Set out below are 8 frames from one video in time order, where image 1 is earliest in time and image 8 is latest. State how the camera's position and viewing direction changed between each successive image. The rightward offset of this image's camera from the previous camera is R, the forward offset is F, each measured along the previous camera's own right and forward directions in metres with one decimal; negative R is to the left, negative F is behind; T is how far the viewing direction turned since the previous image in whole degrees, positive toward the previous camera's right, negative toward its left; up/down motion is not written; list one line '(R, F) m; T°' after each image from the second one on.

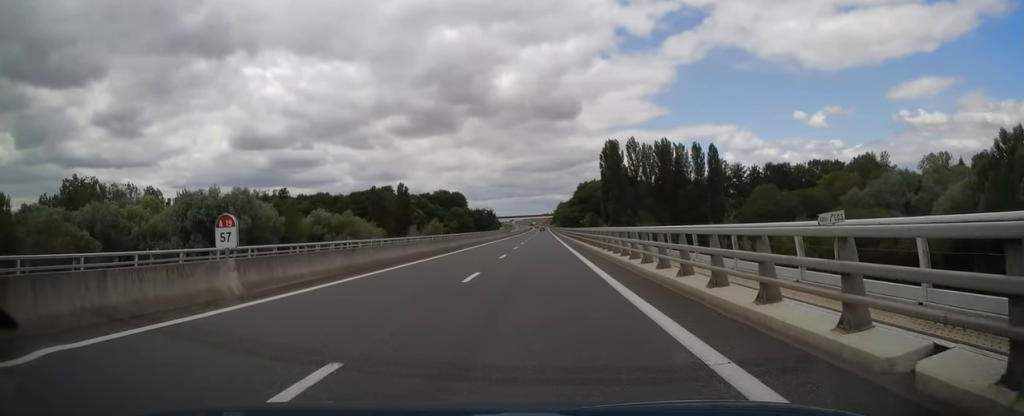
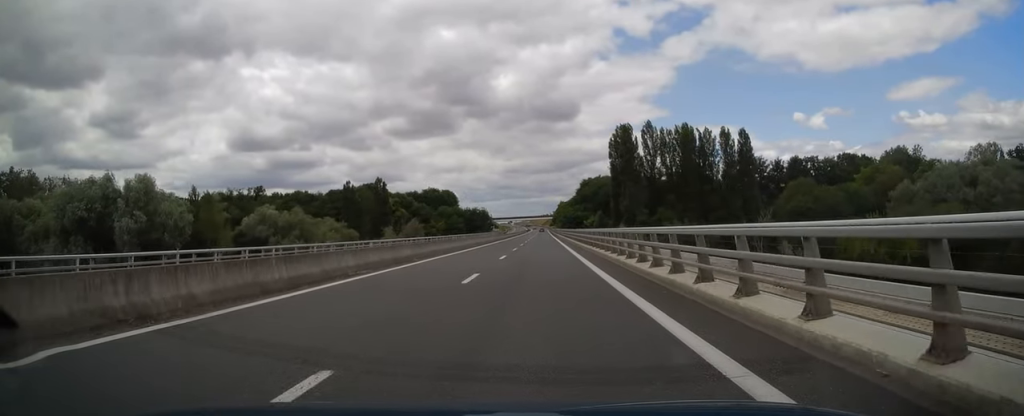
(-0.3, +26.4) m; 0°
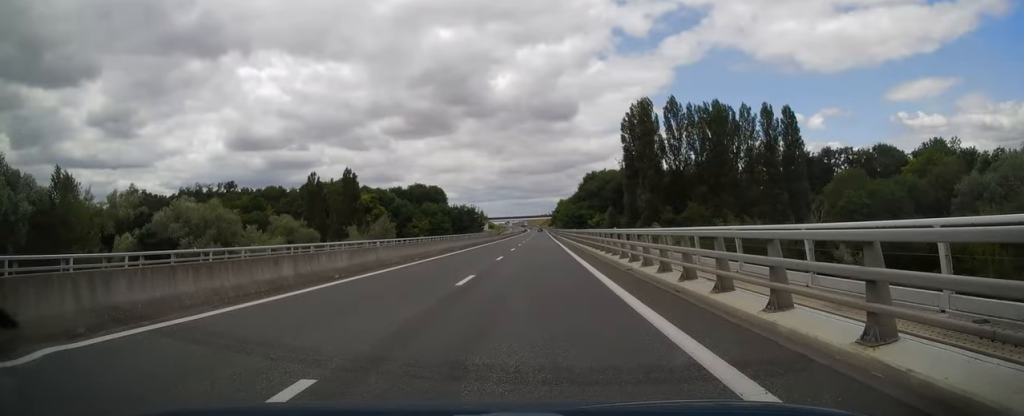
(+0.3, +26.4) m; 0°
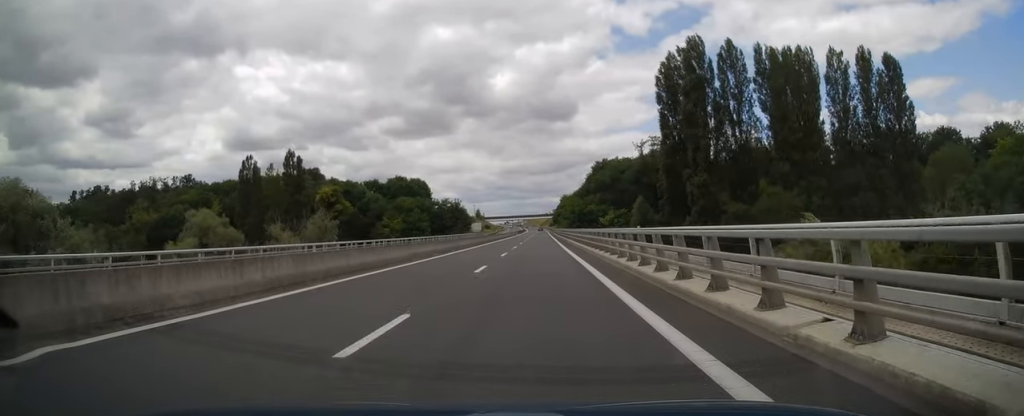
(-0.3, +34.6) m; 0°
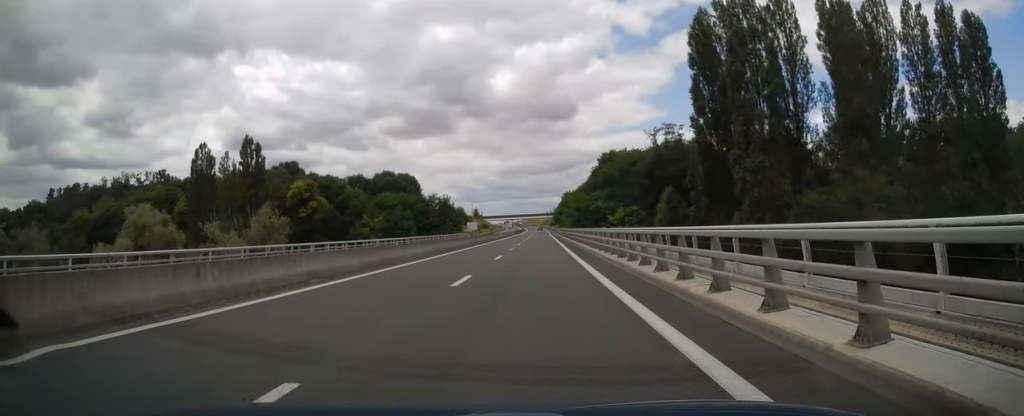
(+0.3, +17.5) m; +1°
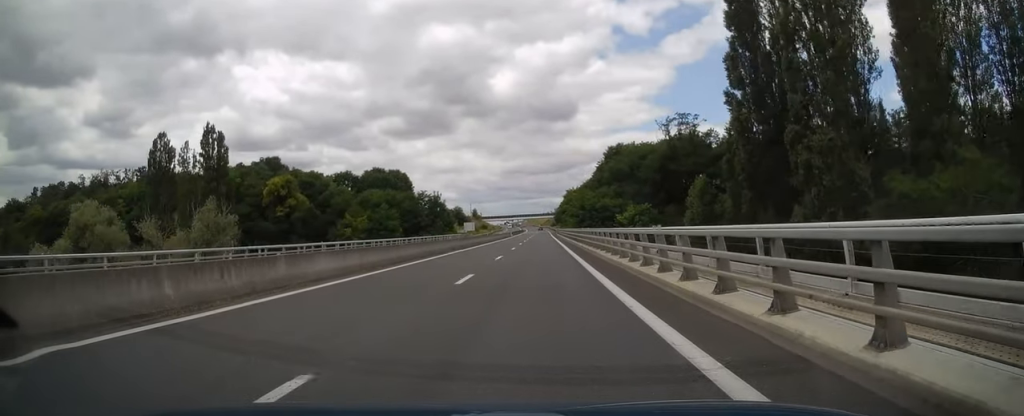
(+0.1, +12.6) m; 0°
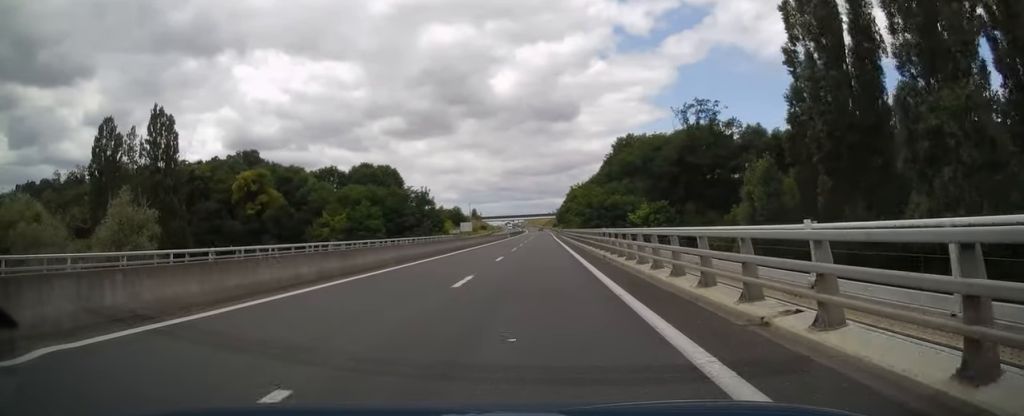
(0.0, +13.6) m; 0°
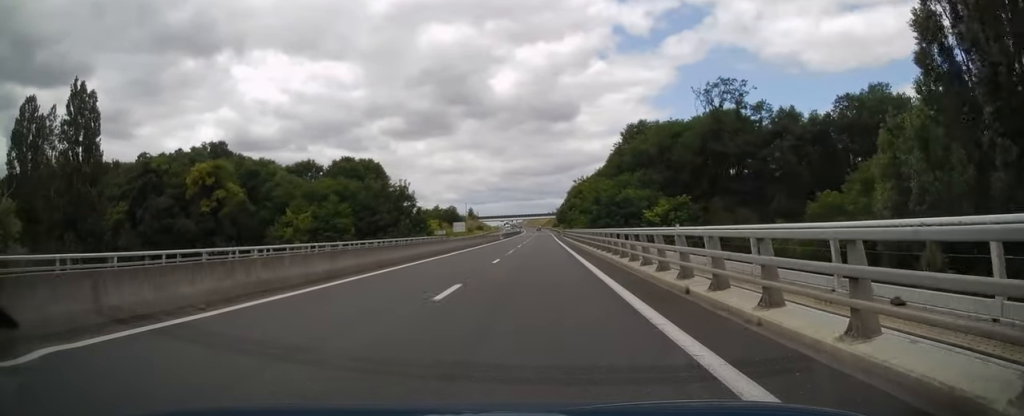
(0.0, +15.5) m; 0°
